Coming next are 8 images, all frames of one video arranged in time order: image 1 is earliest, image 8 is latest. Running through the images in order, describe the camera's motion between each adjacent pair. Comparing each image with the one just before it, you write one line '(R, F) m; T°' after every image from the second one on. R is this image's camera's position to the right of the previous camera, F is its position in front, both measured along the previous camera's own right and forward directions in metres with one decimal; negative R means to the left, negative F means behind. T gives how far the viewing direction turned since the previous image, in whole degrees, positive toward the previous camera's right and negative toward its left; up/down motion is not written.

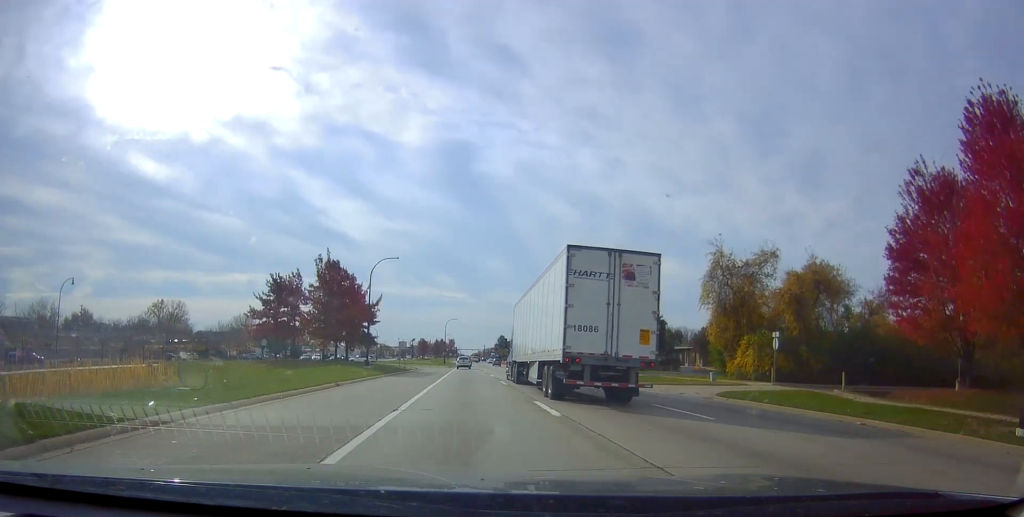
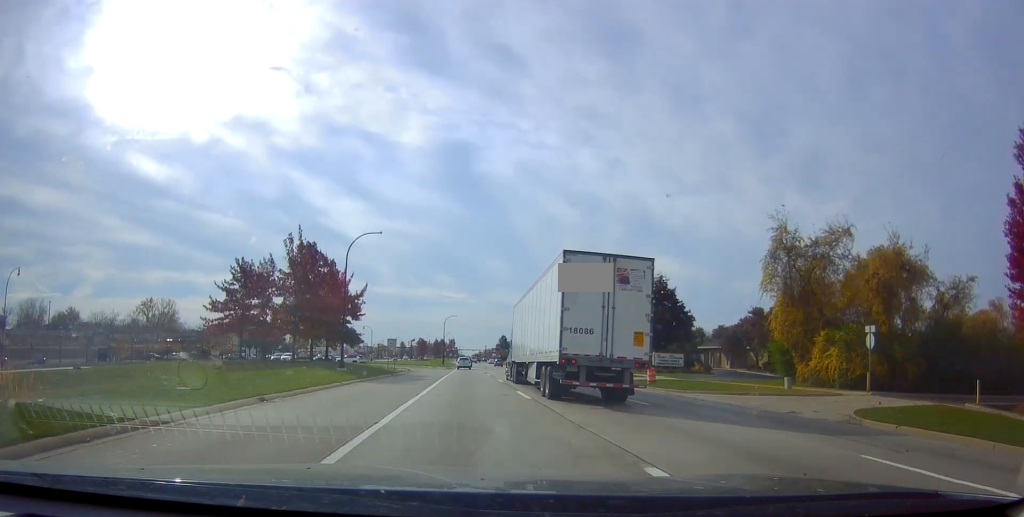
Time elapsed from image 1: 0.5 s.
(+0.2, +10.7) m; -1°
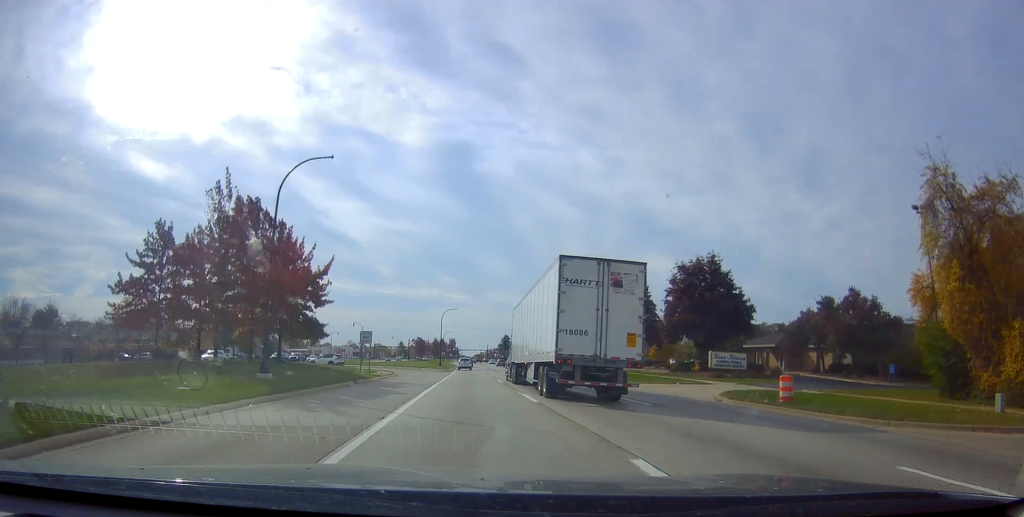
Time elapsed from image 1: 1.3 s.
(0.0, +16.1) m; -1°
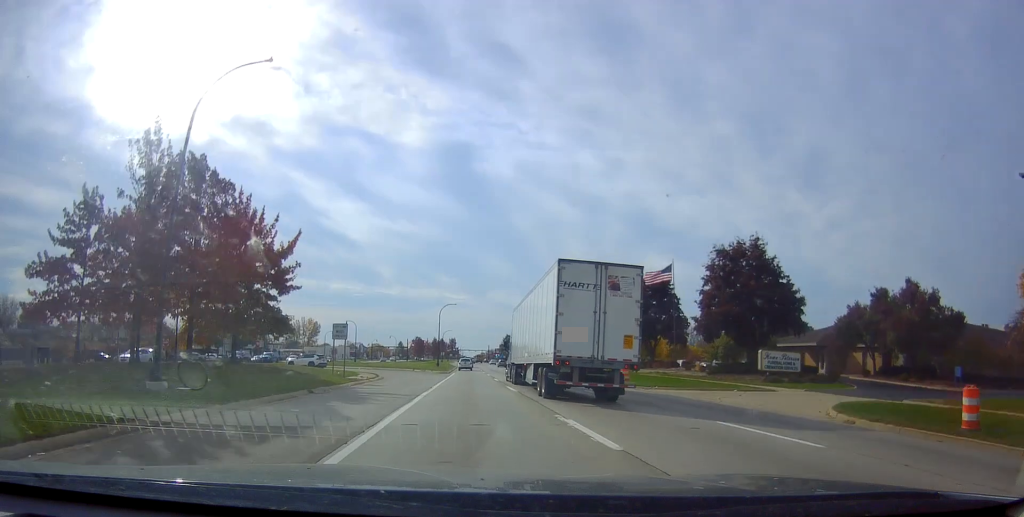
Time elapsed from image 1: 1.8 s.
(-0.3, +9.4) m; -1°
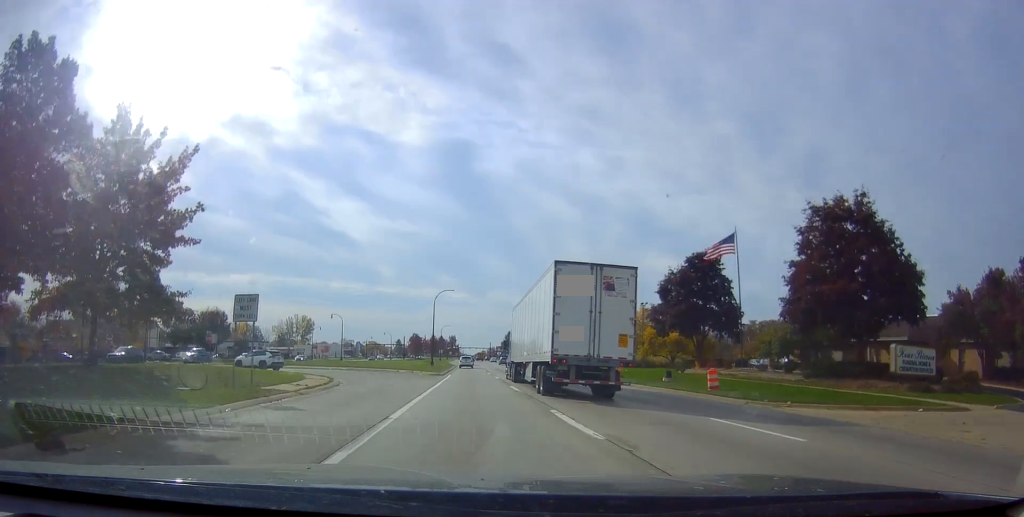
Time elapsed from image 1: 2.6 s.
(-0.1, +15.4) m; +1°
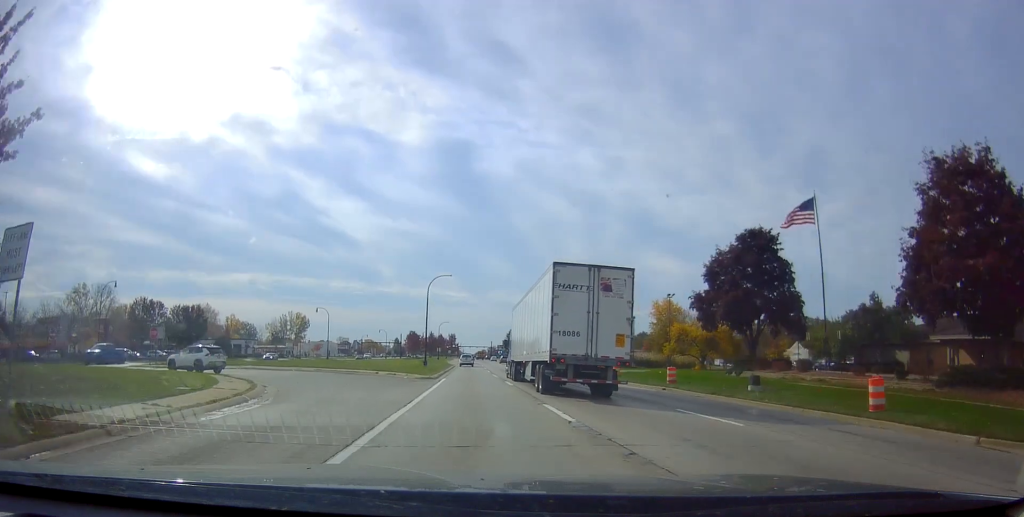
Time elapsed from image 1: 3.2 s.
(0.0, +12.0) m; +1°
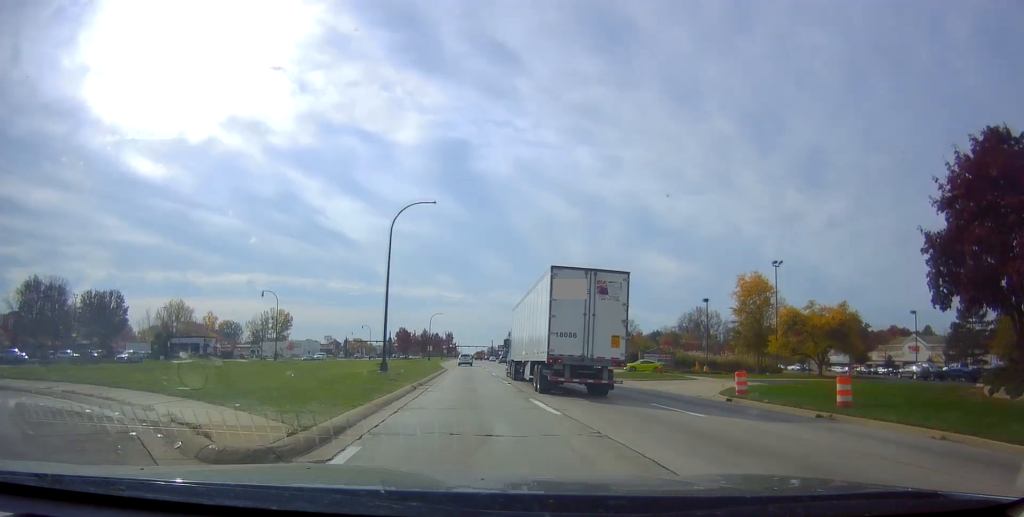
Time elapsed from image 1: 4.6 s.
(+0.7, +29.0) m; 0°
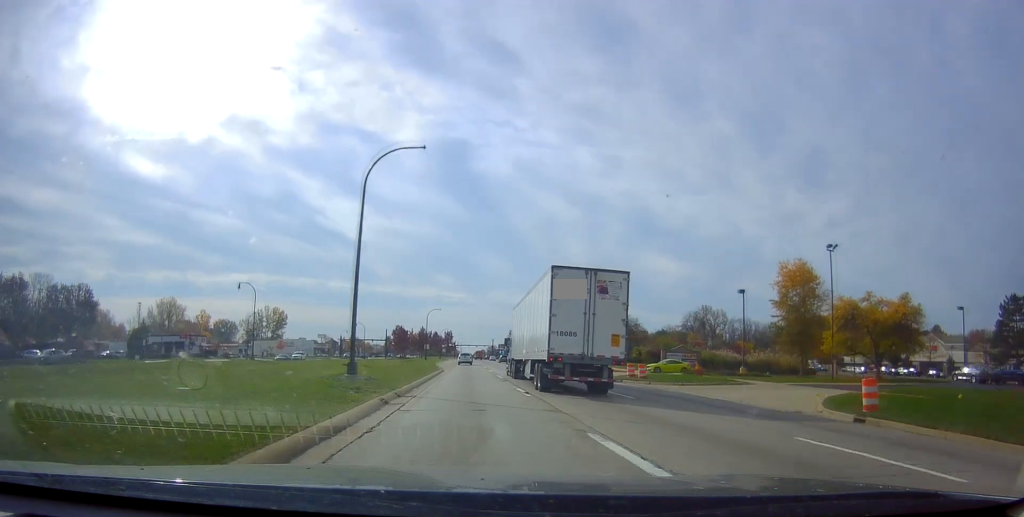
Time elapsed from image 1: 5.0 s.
(0.0, +8.8) m; -1°
